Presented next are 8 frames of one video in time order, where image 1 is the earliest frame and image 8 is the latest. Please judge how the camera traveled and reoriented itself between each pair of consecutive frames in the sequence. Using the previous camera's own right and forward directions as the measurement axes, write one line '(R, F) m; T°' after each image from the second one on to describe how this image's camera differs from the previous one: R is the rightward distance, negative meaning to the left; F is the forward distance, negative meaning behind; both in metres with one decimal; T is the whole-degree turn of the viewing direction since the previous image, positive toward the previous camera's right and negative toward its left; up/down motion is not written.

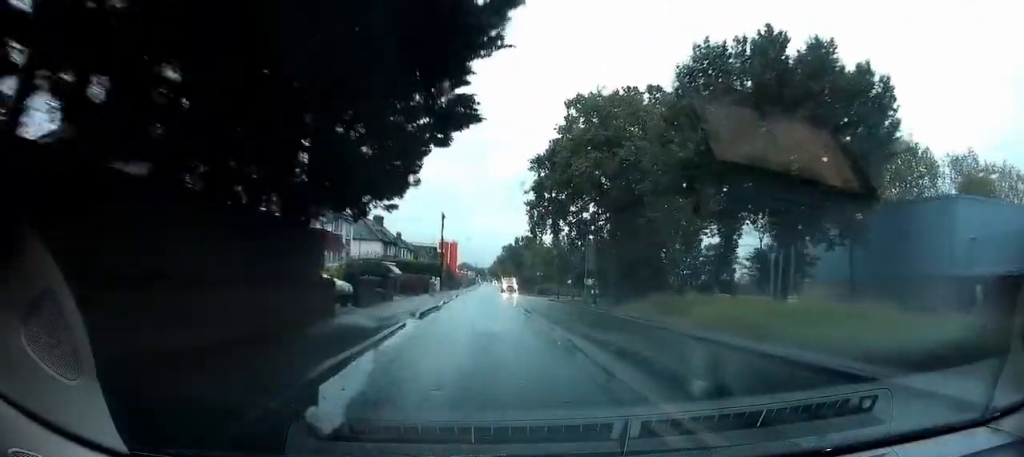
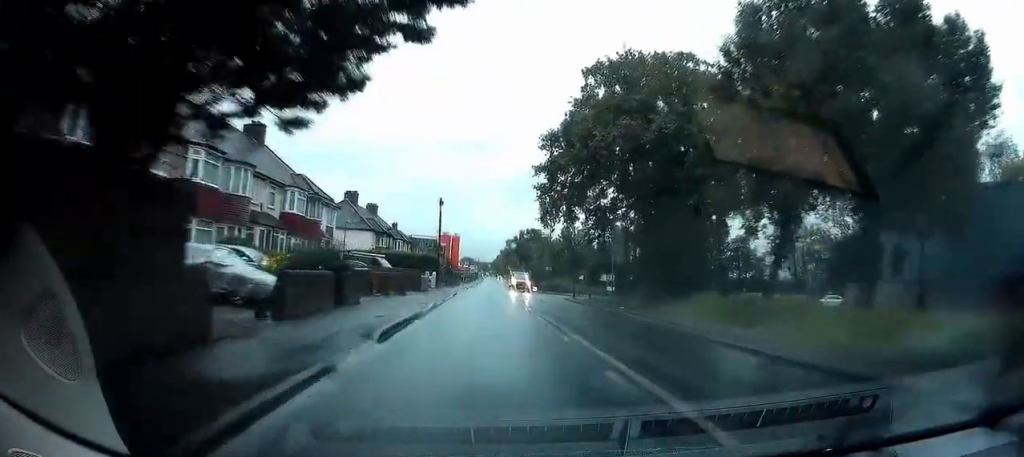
(-0.1, +5.9) m; -1°
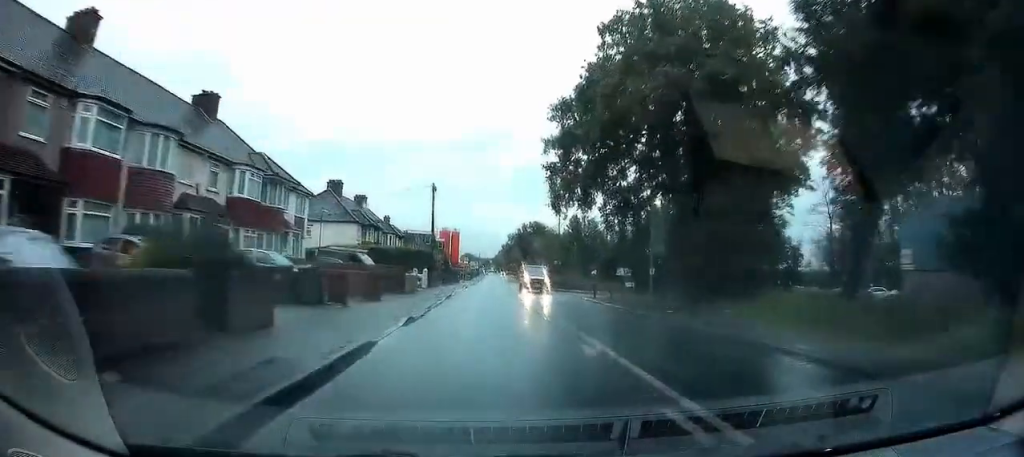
(-0.1, +6.0) m; +2°
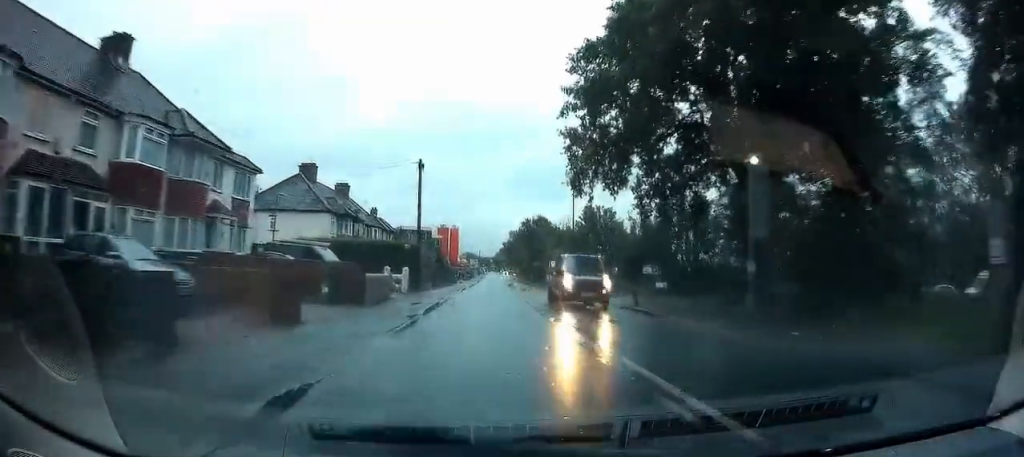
(+0.5, +8.4) m; +2°
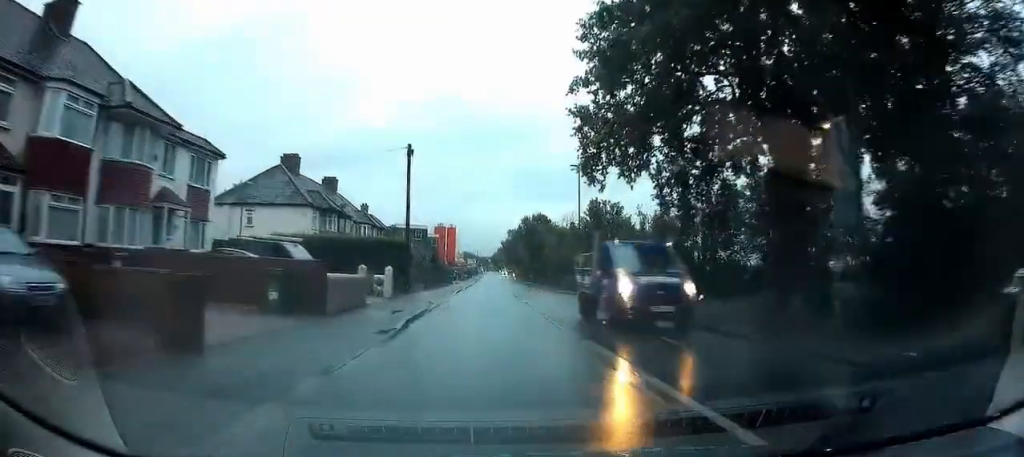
(-0.1, +4.0) m; 0°
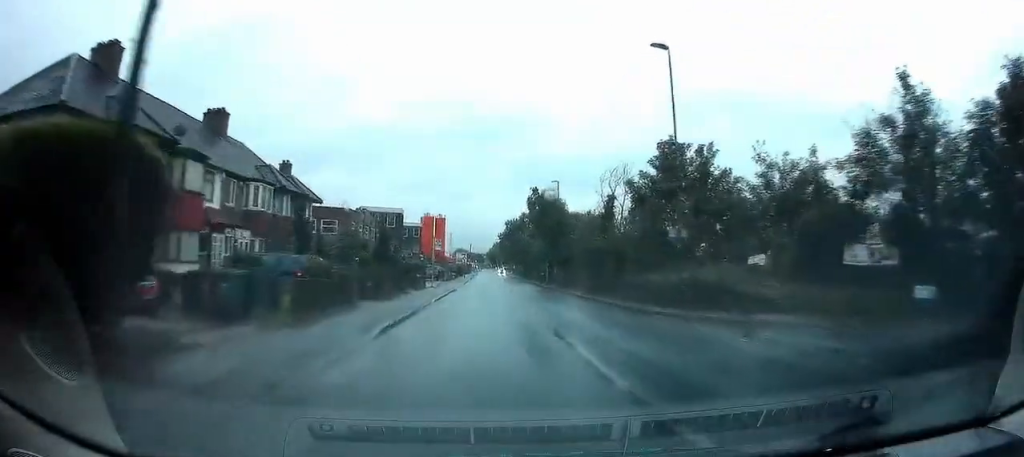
(+0.3, +25.9) m; +1°
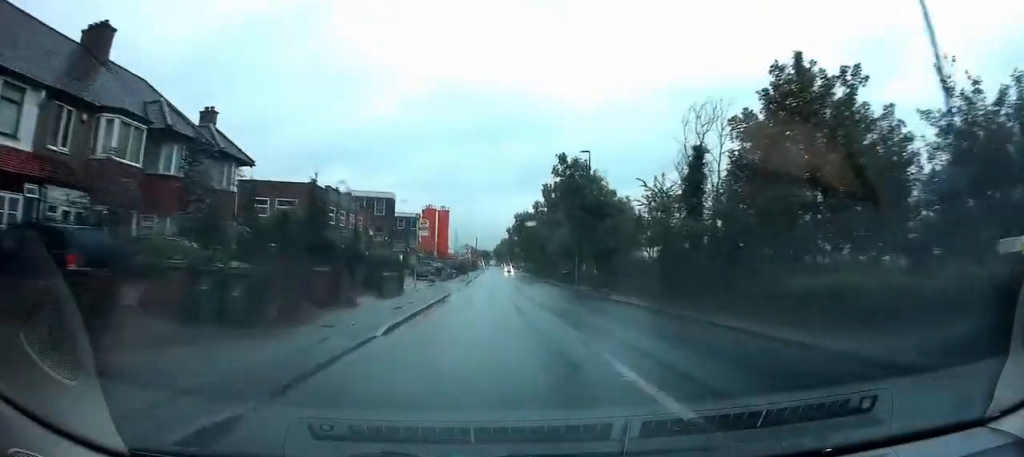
(+0.1, +14.7) m; +1°
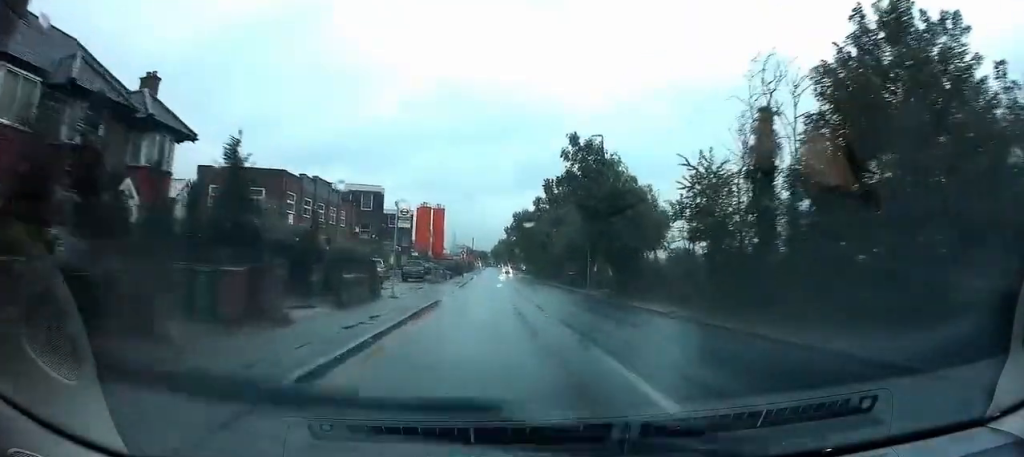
(0.0, +6.2) m; 0°
